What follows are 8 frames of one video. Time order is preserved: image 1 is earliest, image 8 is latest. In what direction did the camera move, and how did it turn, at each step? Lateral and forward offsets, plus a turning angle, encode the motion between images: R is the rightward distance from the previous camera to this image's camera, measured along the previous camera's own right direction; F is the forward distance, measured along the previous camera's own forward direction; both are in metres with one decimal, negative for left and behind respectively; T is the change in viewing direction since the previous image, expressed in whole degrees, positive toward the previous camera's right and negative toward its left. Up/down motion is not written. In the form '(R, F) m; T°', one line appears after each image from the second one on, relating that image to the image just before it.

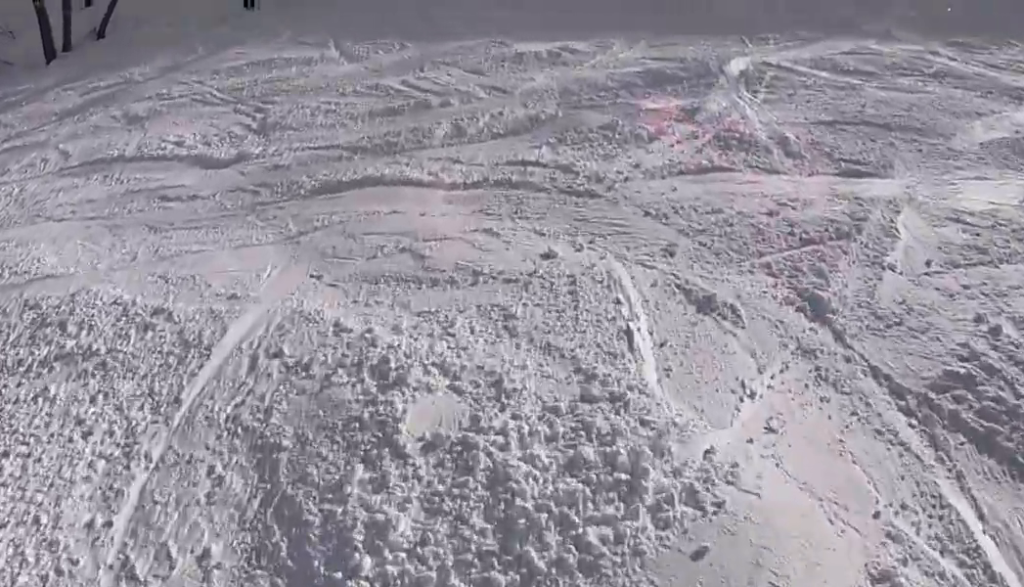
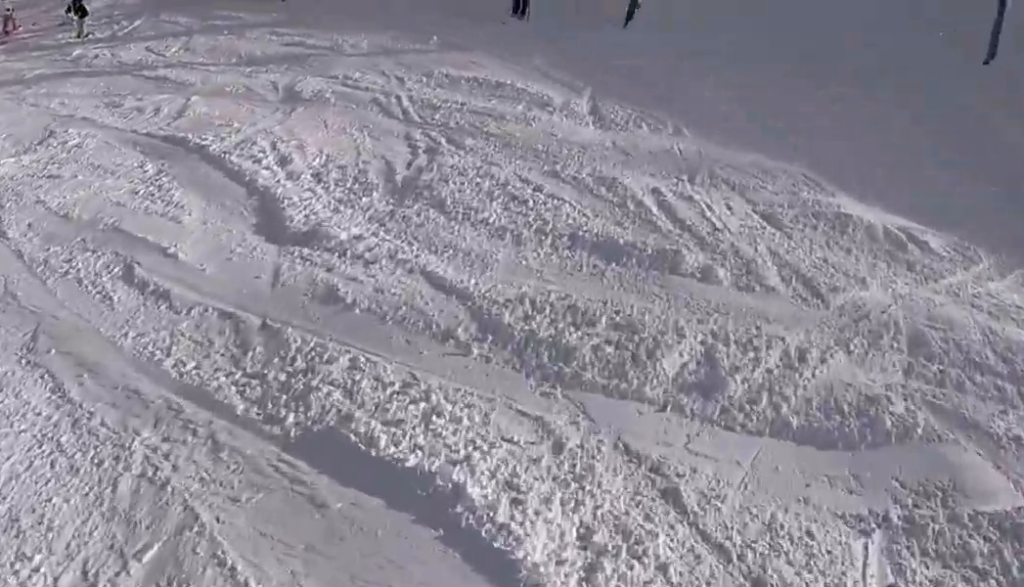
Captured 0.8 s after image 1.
(+1.2, +3.8) m; +23°
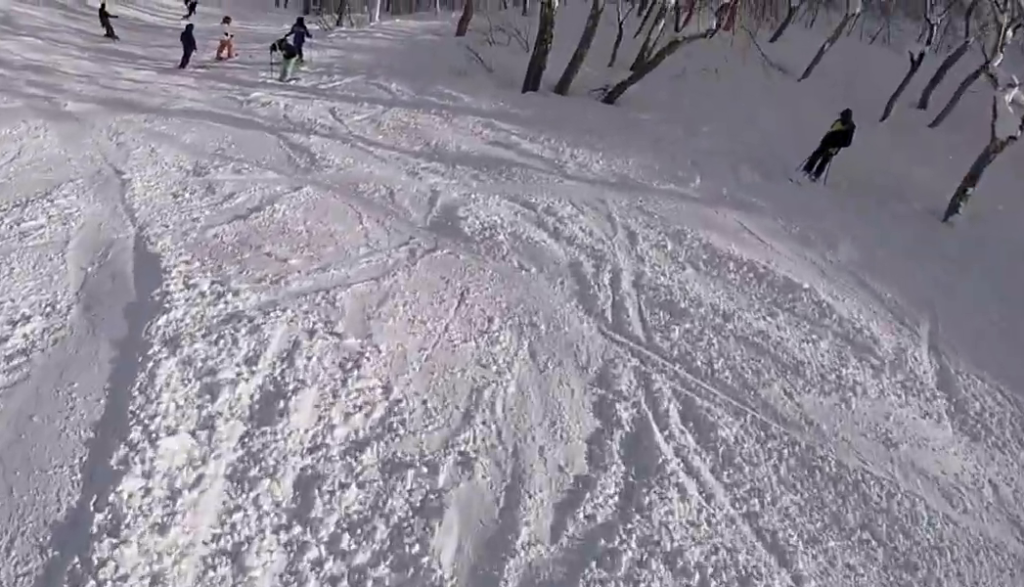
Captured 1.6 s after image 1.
(+0.4, +4.1) m; +8°
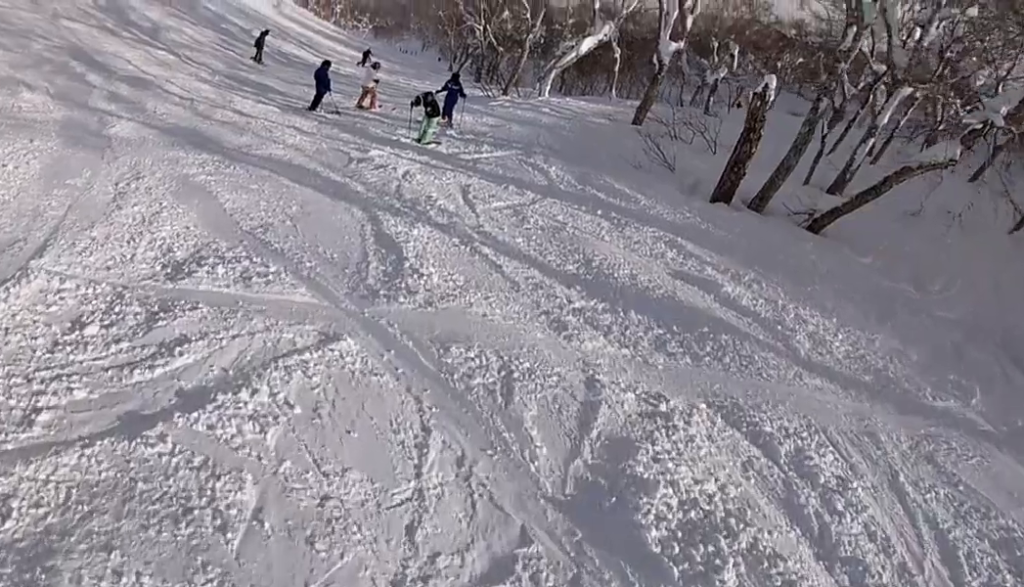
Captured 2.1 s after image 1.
(+0.2, +3.0) m; -8°
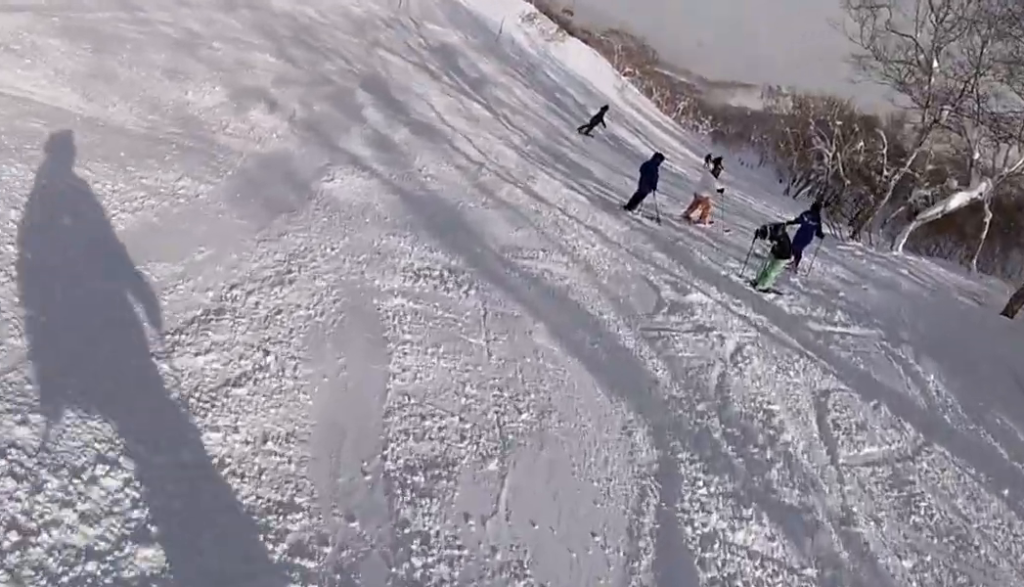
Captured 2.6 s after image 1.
(+0.7, +2.6) m; -13°
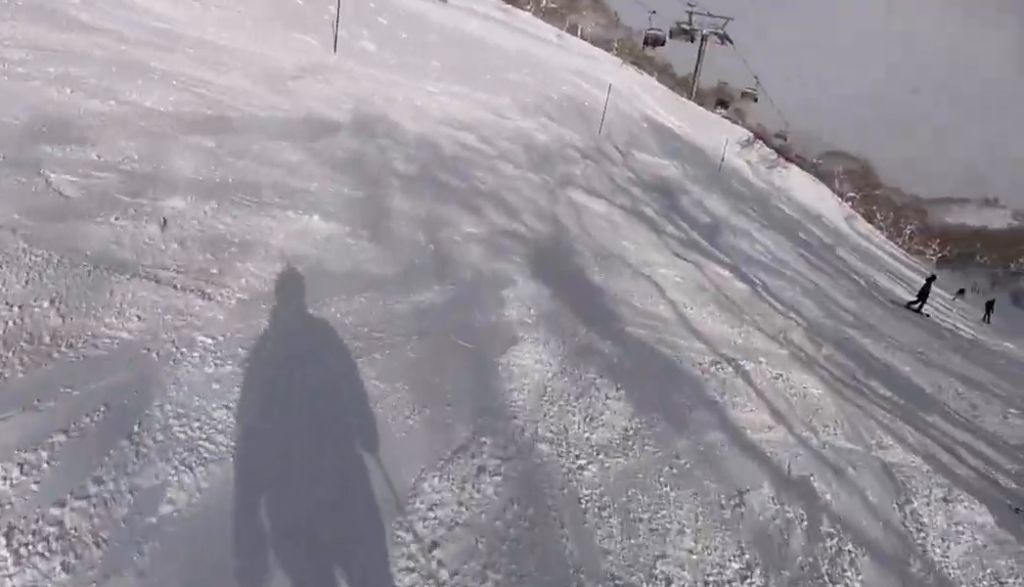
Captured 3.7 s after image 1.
(-2.8, +6.0) m; -43°
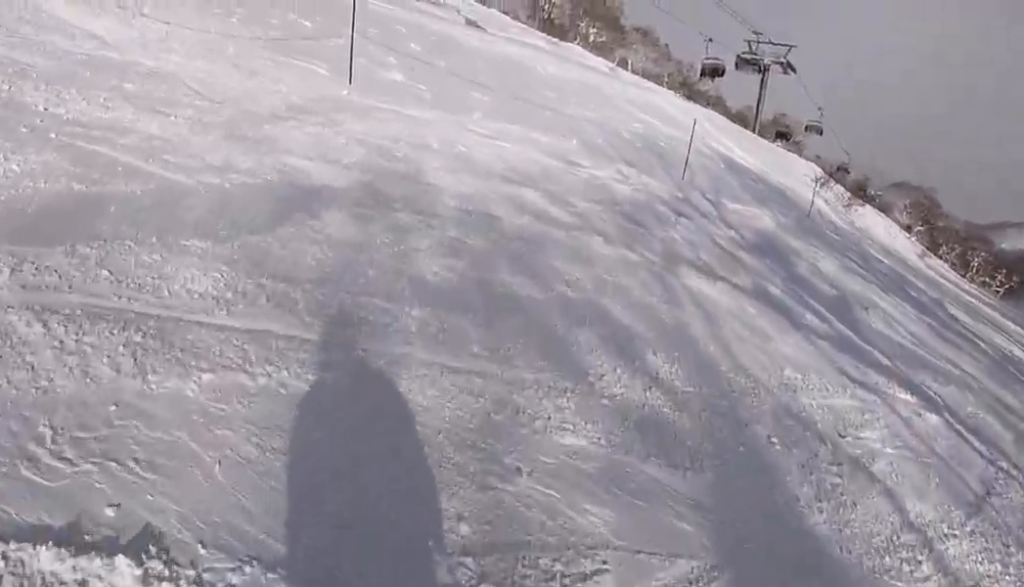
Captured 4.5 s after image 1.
(-1.0, +4.1) m; -18°
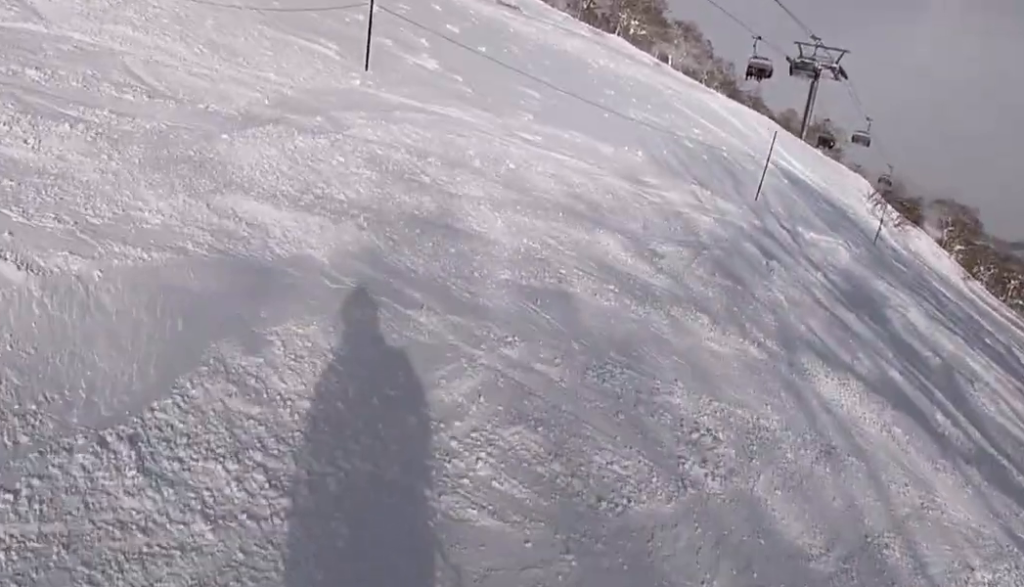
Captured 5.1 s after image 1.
(-0.5, +3.3) m; -14°
